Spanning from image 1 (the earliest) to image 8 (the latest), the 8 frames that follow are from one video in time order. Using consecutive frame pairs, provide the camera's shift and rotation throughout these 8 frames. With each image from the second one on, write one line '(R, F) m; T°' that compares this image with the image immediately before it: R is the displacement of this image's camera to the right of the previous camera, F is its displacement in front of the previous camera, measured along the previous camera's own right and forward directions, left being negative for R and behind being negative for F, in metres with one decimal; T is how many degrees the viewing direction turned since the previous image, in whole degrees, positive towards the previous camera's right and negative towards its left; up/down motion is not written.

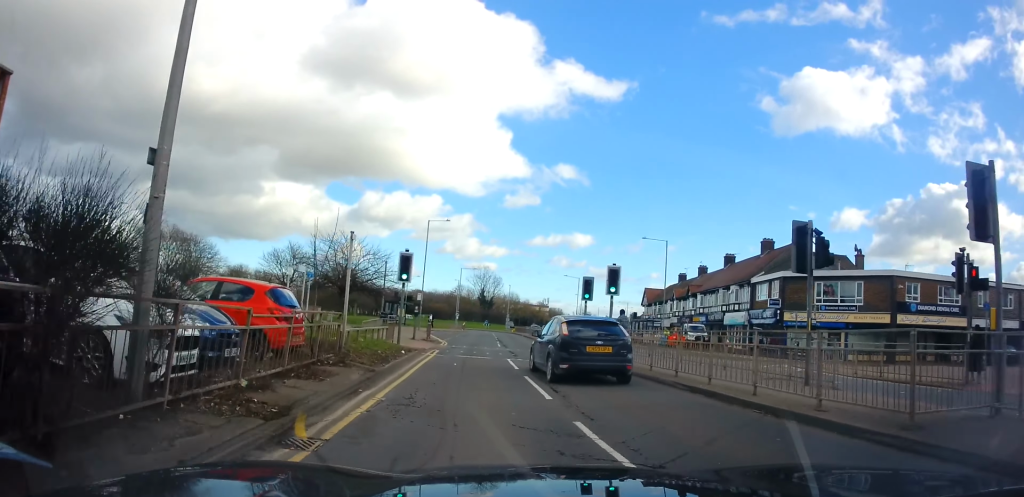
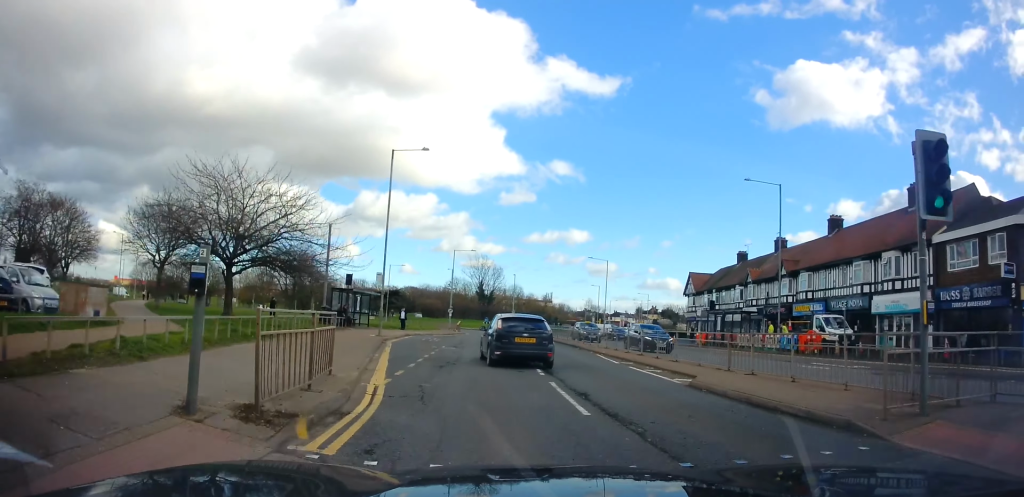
(+0.7, +21.8) m; 0°
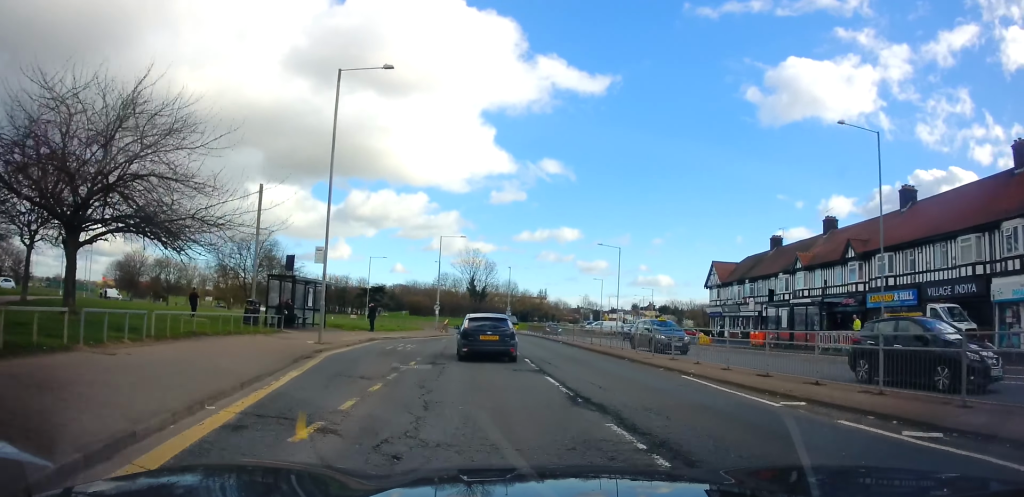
(-0.2, +10.6) m; +1°
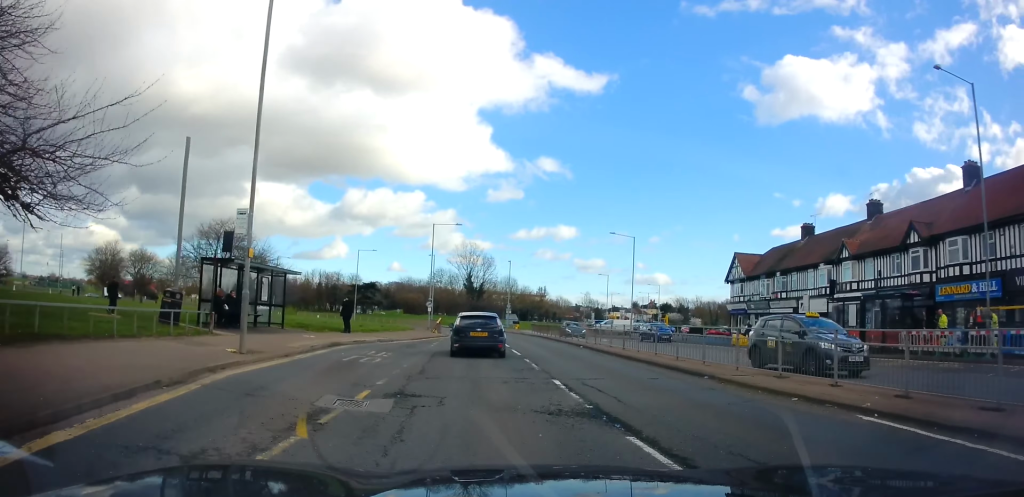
(+0.1, +6.9) m; +1°
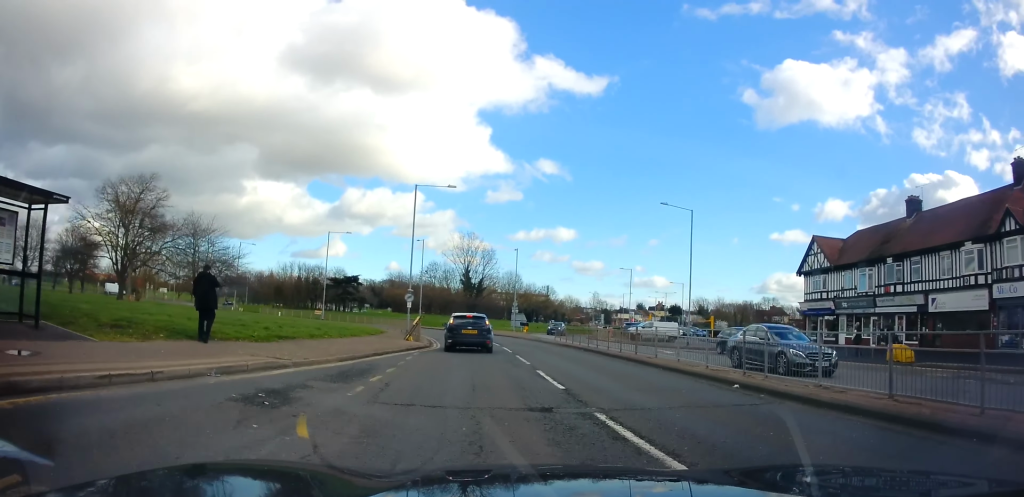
(0.0, +15.9) m; -2°
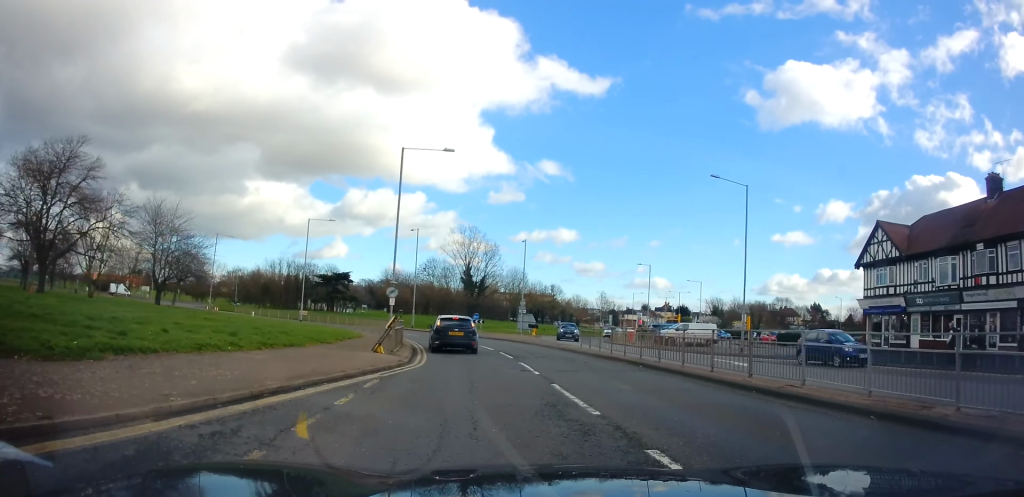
(-0.1, +8.6) m; +1°
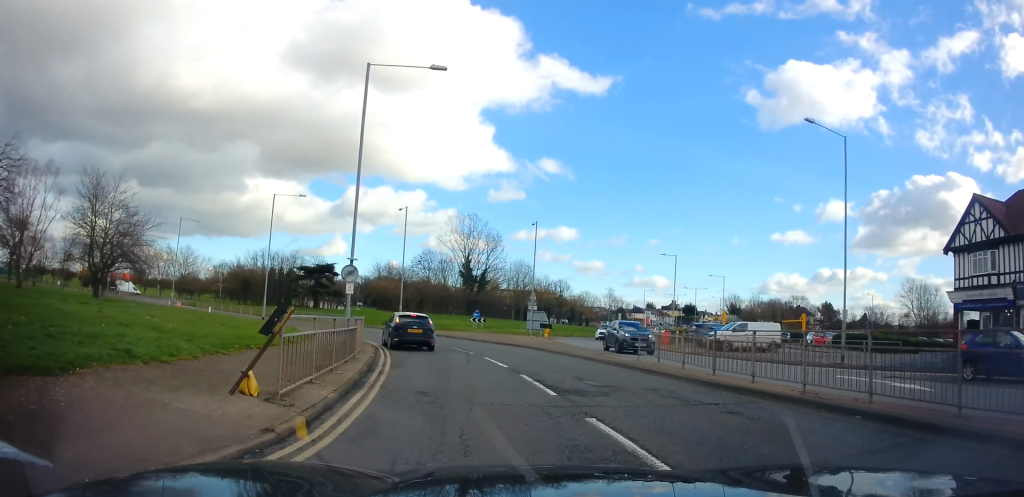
(+0.3, +10.1) m; -1°
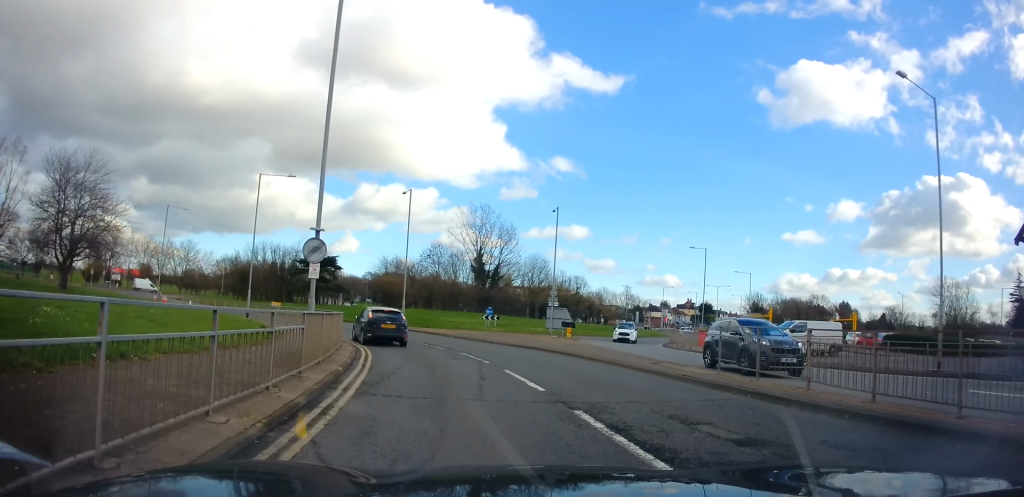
(+0.1, +6.0) m; -3°
